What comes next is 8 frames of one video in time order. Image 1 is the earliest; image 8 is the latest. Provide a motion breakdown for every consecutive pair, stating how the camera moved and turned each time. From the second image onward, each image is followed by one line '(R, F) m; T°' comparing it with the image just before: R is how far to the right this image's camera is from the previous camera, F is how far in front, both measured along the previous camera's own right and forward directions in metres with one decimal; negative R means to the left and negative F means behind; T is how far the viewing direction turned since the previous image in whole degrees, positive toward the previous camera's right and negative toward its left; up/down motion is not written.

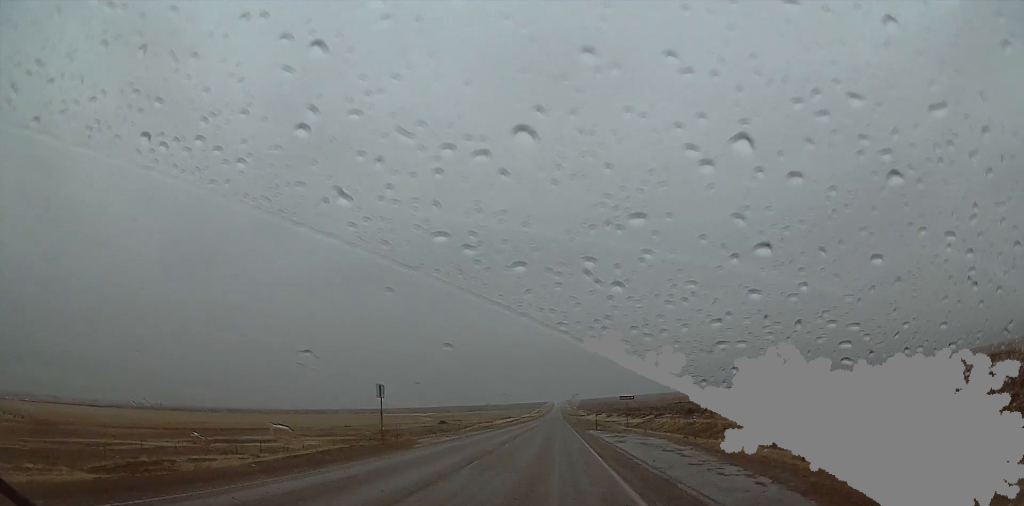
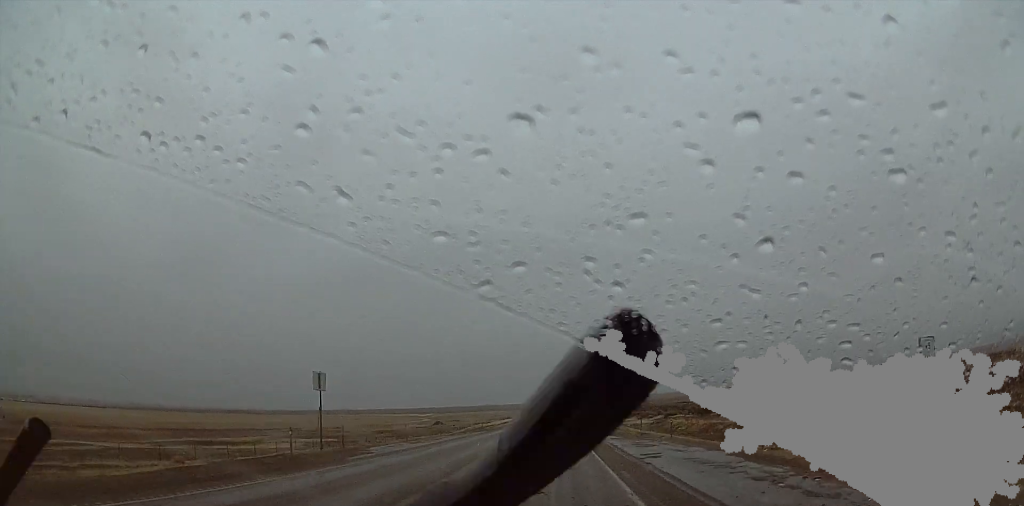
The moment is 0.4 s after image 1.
(+0.4, +11.5) m; +1°
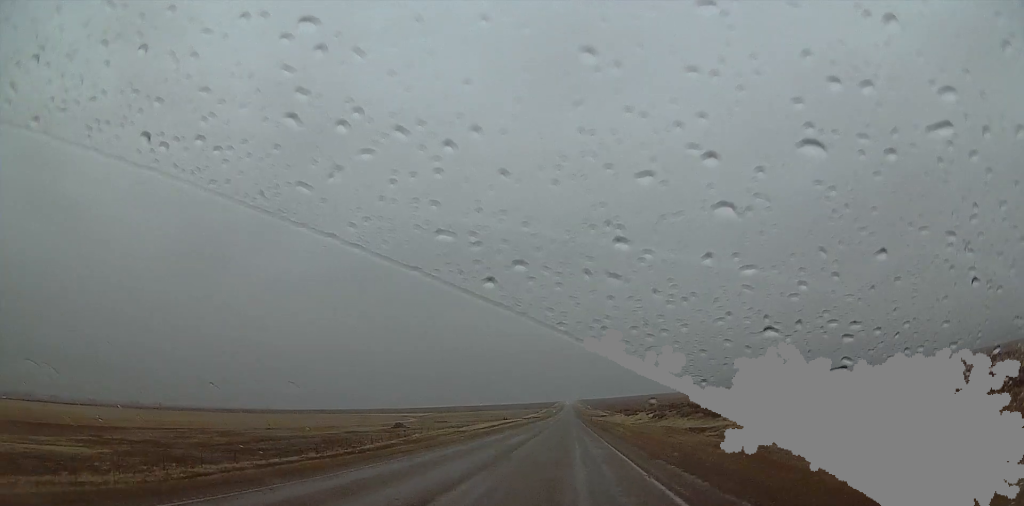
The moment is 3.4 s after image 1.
(0.0, +78.9) m; 0°
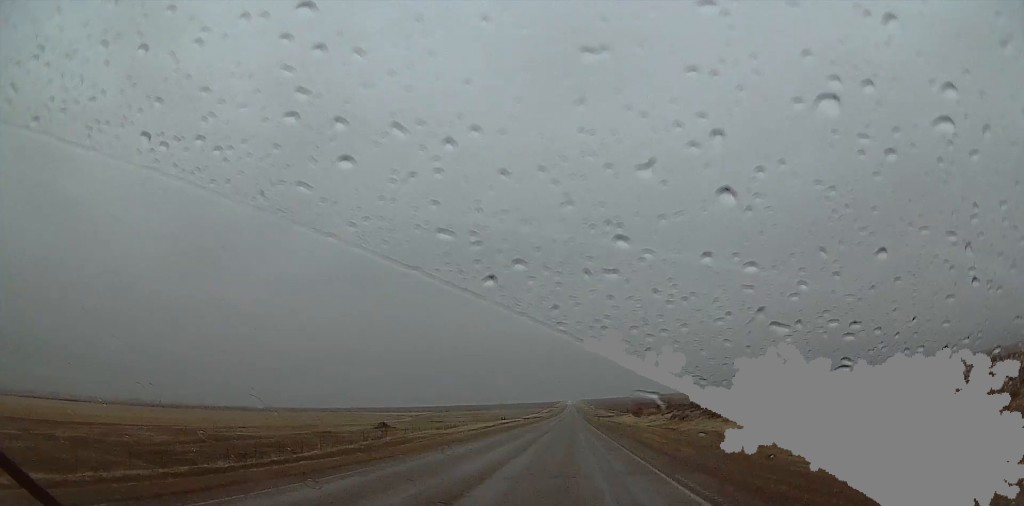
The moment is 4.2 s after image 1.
(-0.4, +19.3) m; 0°
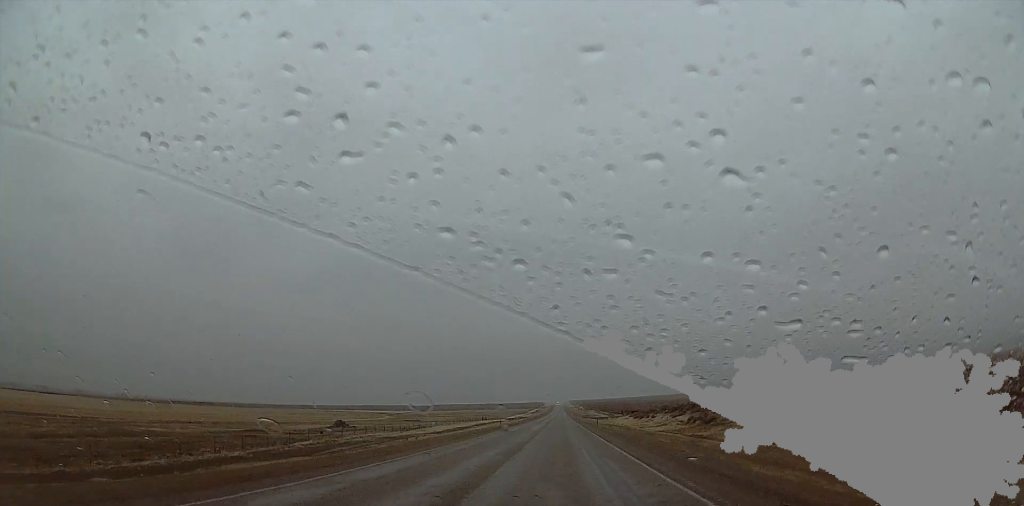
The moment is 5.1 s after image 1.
(-0.2, +24.5) m; 0°
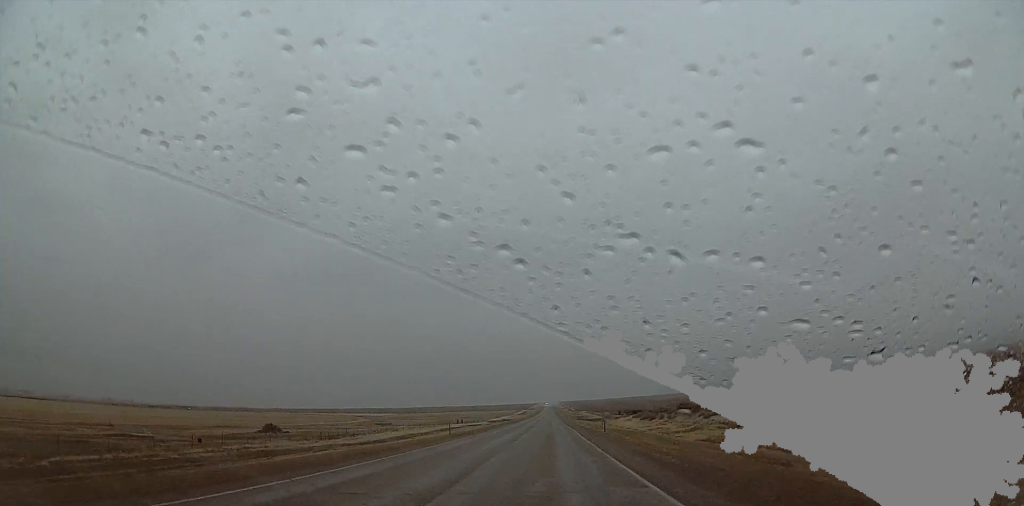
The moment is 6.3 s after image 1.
(0.0, +30.6) m; 0°
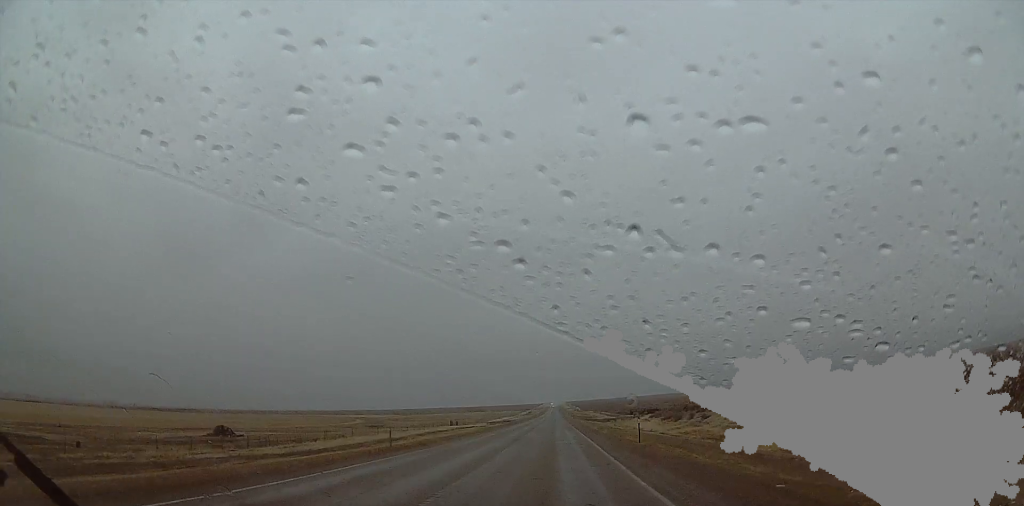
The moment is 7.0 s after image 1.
(-0.1, +19.2) m; 0°
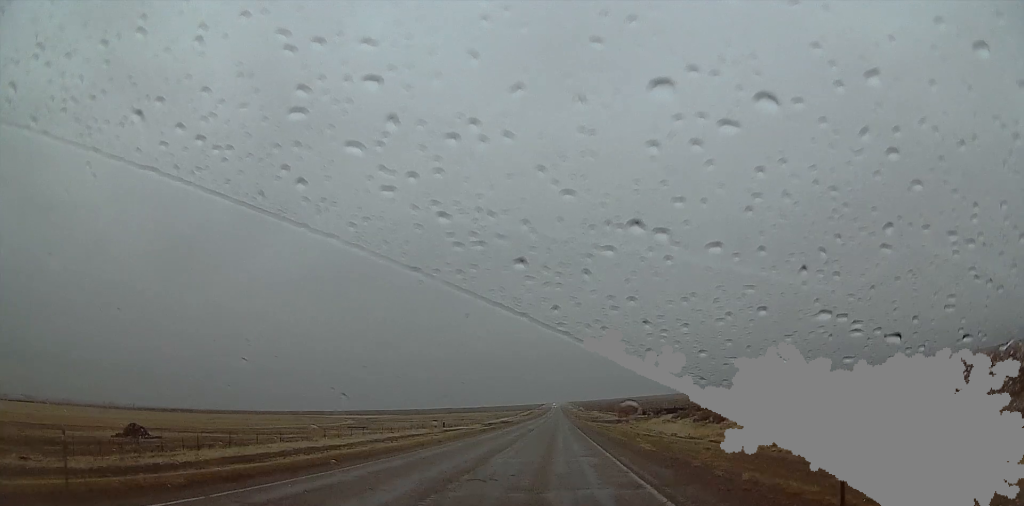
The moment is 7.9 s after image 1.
(+0.7, +22.7) m; +1°
